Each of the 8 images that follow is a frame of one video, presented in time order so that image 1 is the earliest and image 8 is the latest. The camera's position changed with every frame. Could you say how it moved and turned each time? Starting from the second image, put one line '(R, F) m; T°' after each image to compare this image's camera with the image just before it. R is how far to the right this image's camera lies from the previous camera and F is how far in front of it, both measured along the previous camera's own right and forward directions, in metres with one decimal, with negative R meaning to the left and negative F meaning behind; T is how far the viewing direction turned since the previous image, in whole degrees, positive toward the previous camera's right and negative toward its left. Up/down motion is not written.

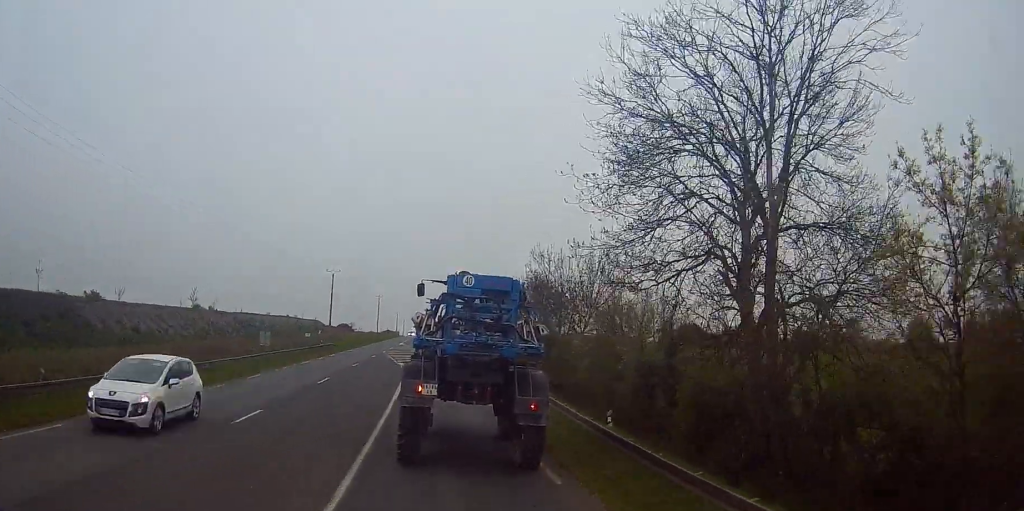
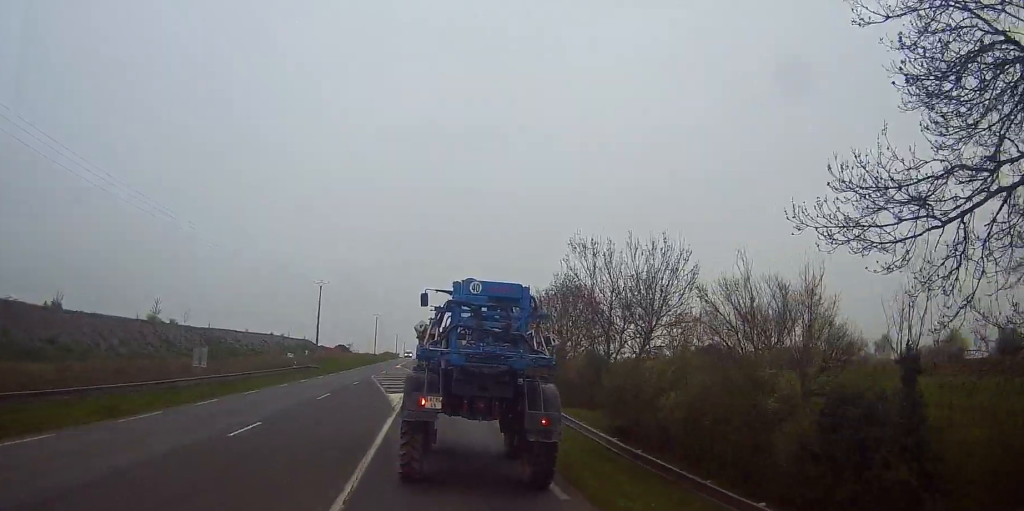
(-0.2, +13.3) m; -3°
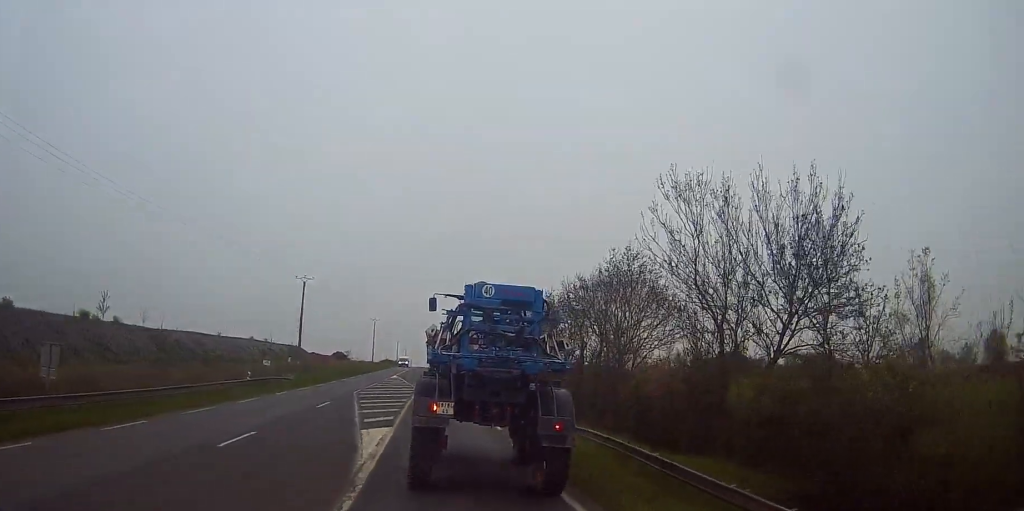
(-0.1, +14.4) m; +2°
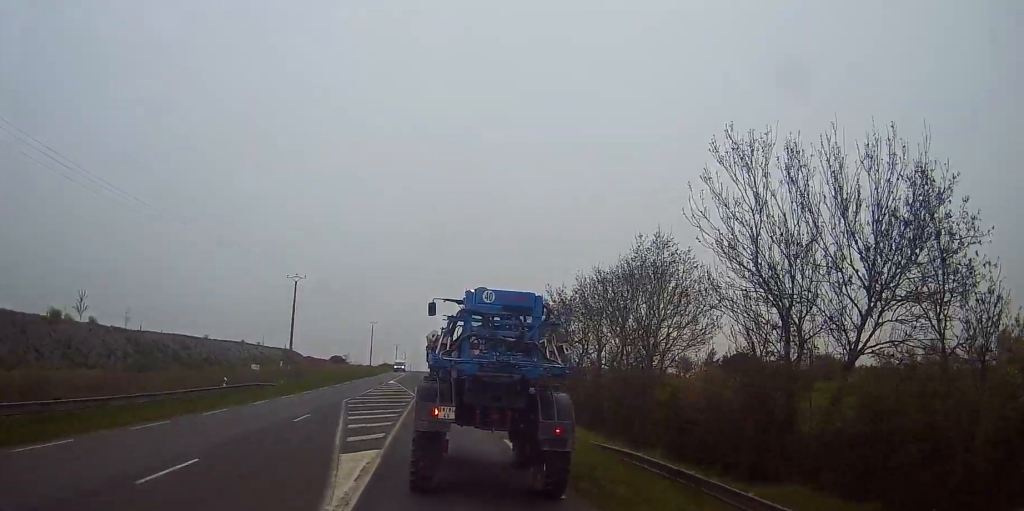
(+0.1, +4.6) m; +1°
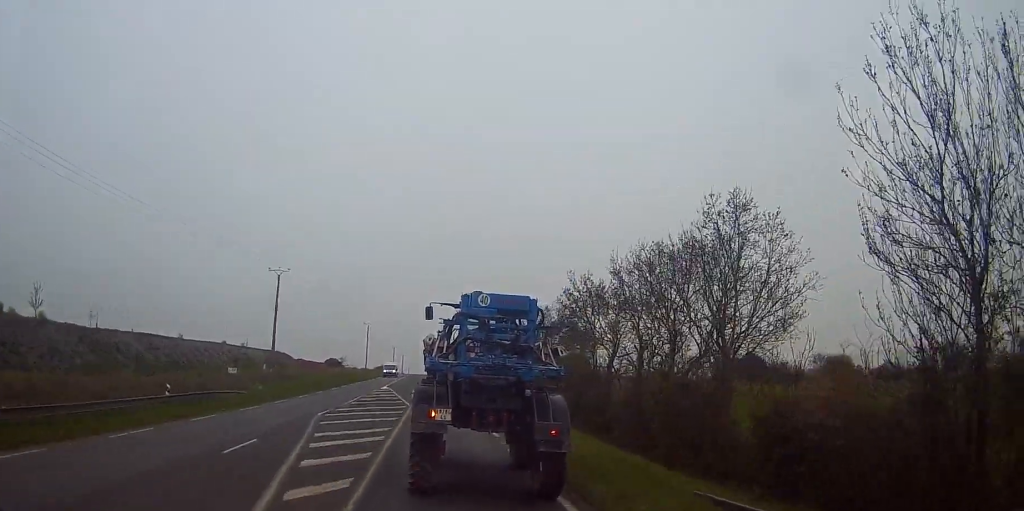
(0.0, +7.7) m; 0°
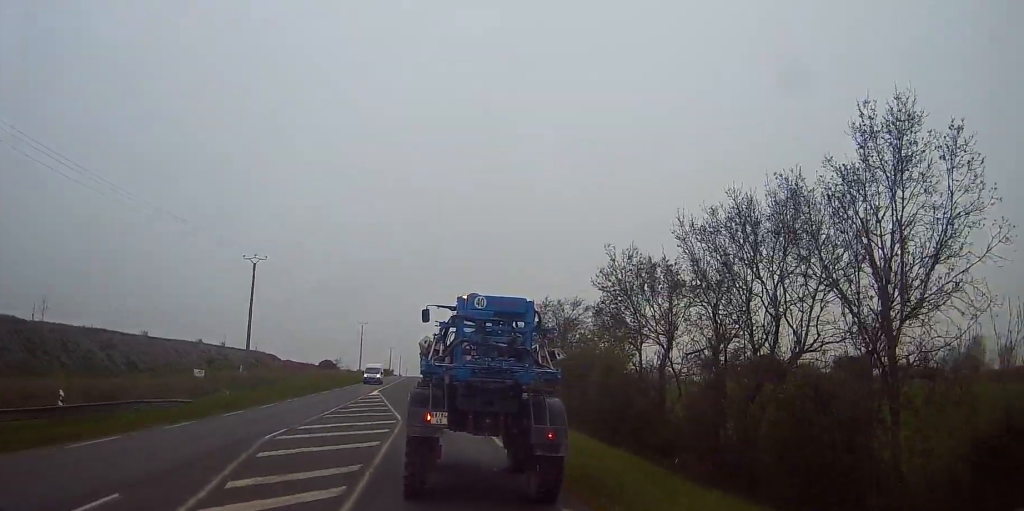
(0.0, +8.8) m; 0°
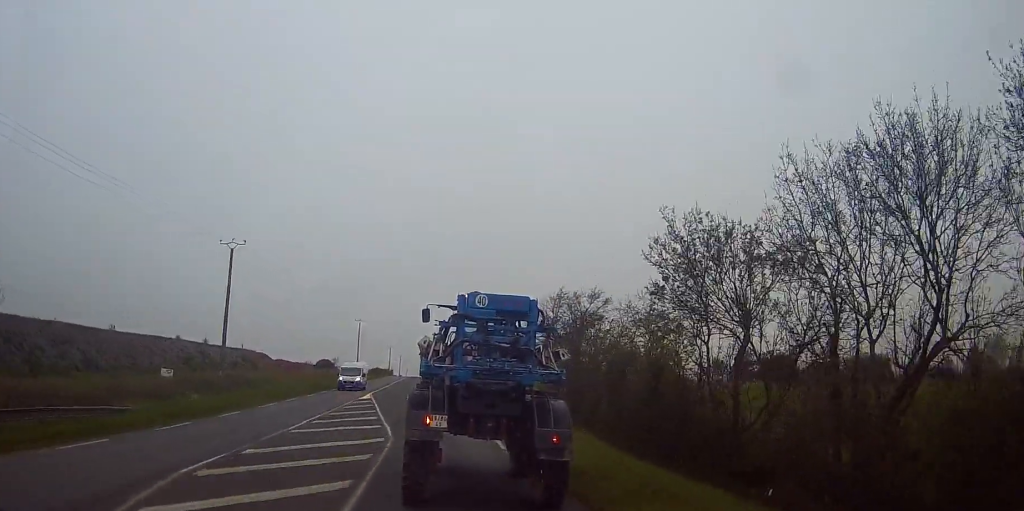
(0.0, +7.1) m; 0°
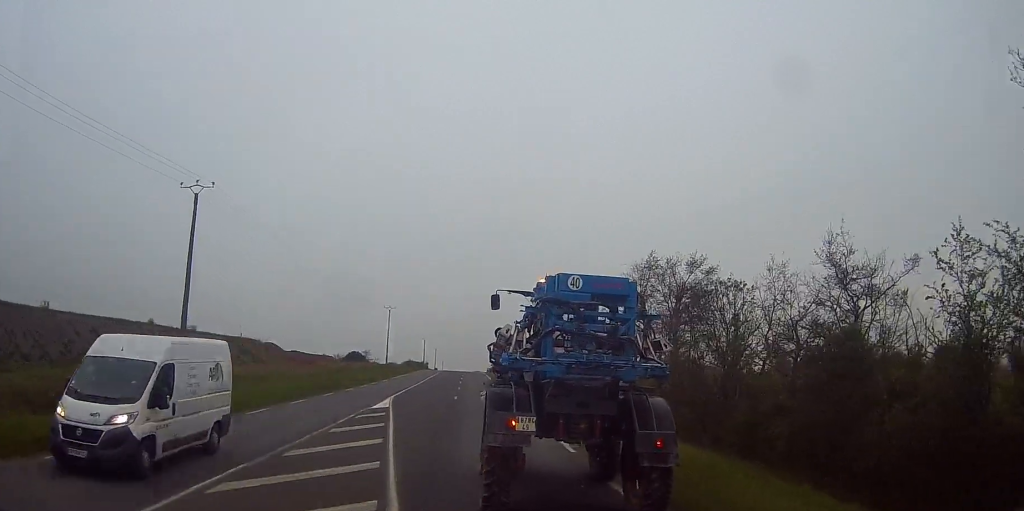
(-0.1, +15.3) m; -2°
